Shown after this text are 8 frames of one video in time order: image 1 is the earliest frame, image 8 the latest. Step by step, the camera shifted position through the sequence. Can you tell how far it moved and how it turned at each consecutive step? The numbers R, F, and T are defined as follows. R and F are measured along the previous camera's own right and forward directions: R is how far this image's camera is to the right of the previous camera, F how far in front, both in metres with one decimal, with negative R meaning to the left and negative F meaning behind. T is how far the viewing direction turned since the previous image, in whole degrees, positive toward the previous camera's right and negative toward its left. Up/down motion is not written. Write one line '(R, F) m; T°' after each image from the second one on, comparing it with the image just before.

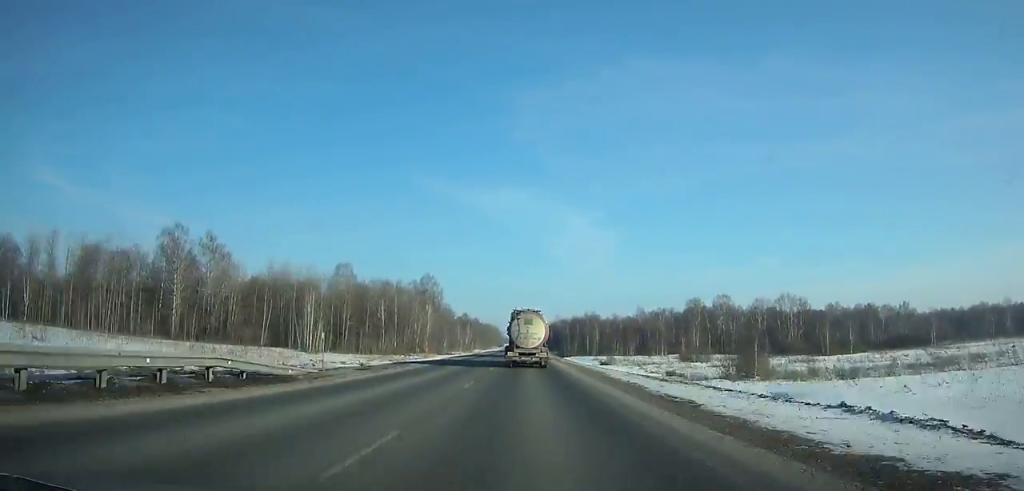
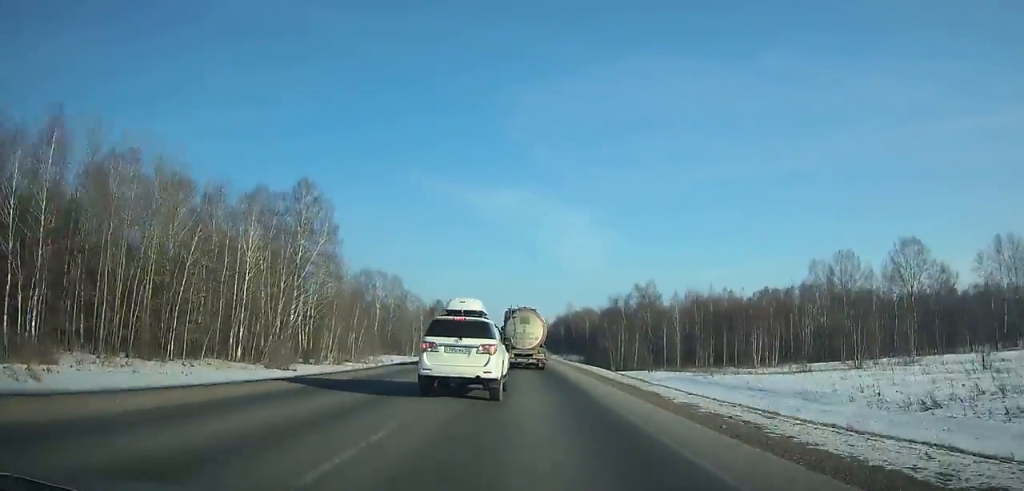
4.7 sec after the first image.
(+0.5, +102.5) m; 0°
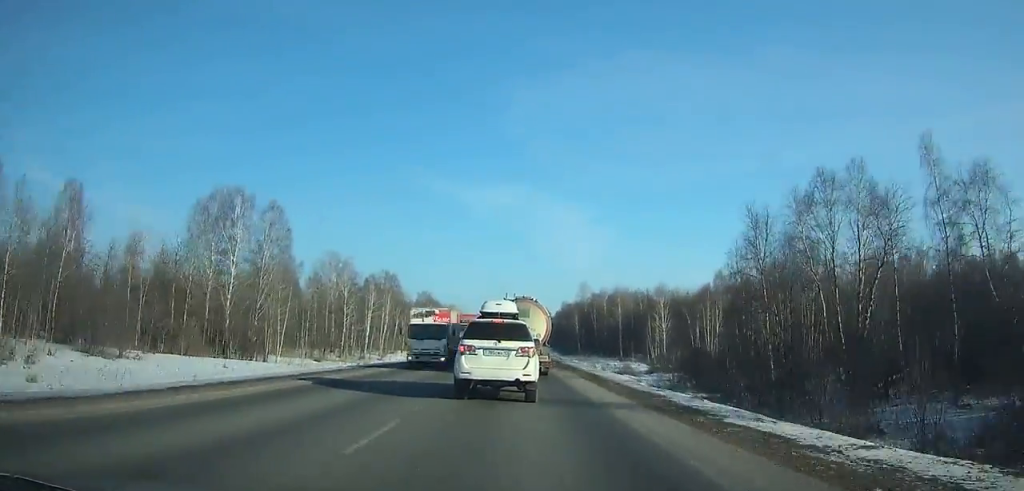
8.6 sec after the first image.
(+0.2, +77.5) m; 0°
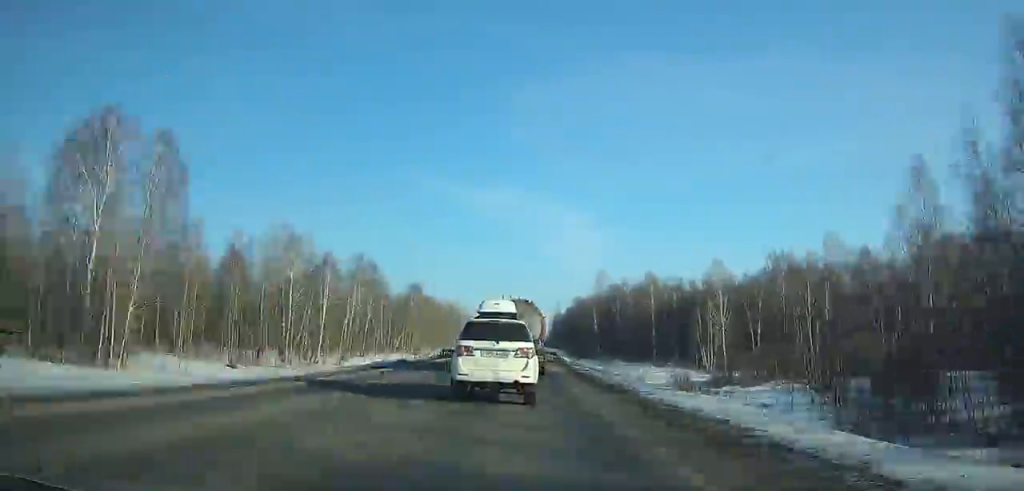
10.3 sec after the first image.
(+0.2, +32.0) m; 0°
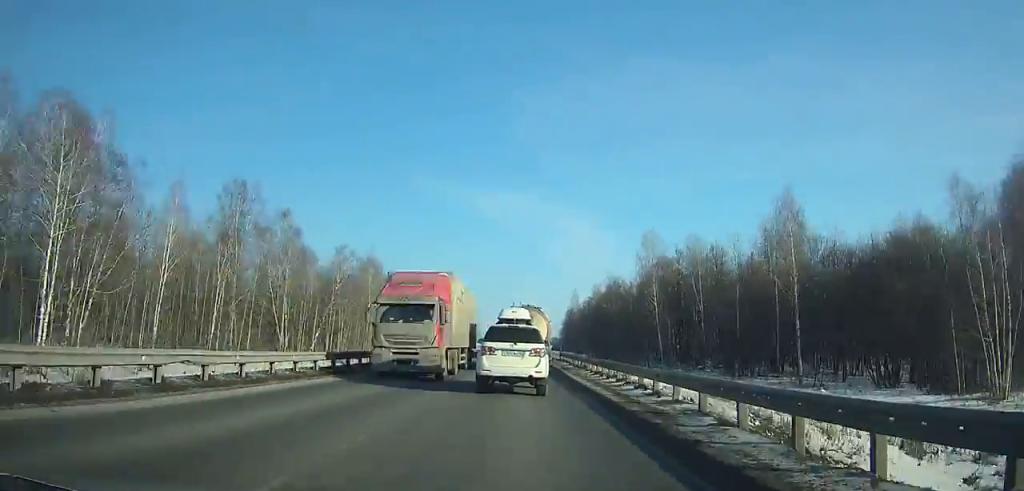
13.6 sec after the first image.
(-0.4, +59.2) m; 0°
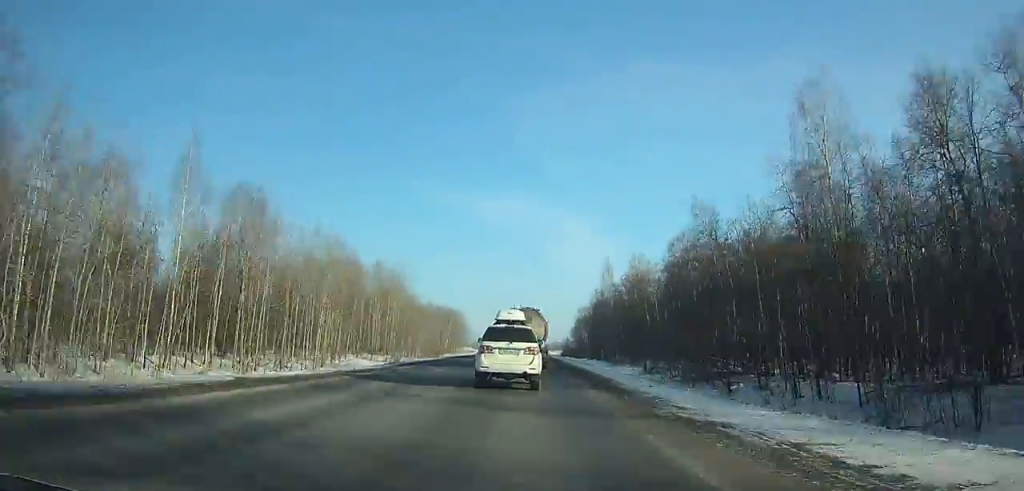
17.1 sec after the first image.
(+0.2, +61.1) m; 0°
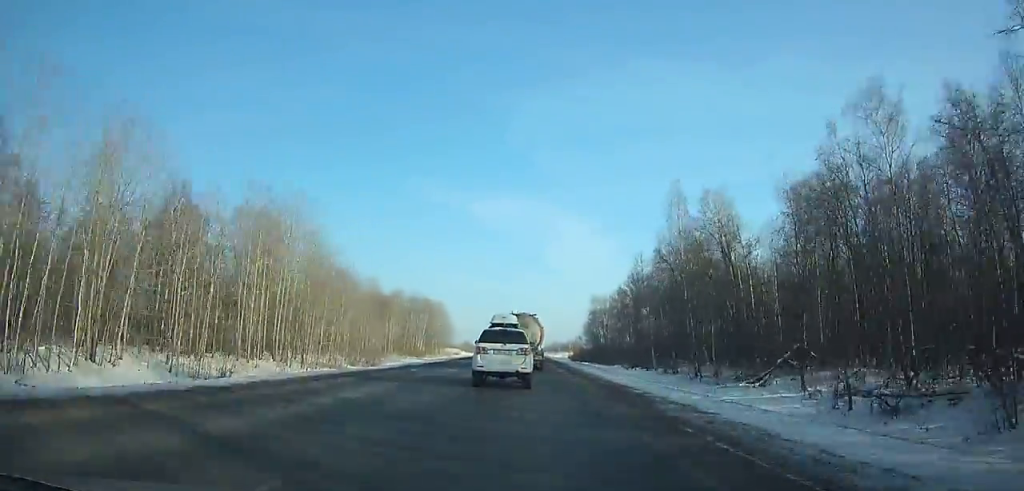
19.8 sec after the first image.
(+0.1, +47.0) m; 0°
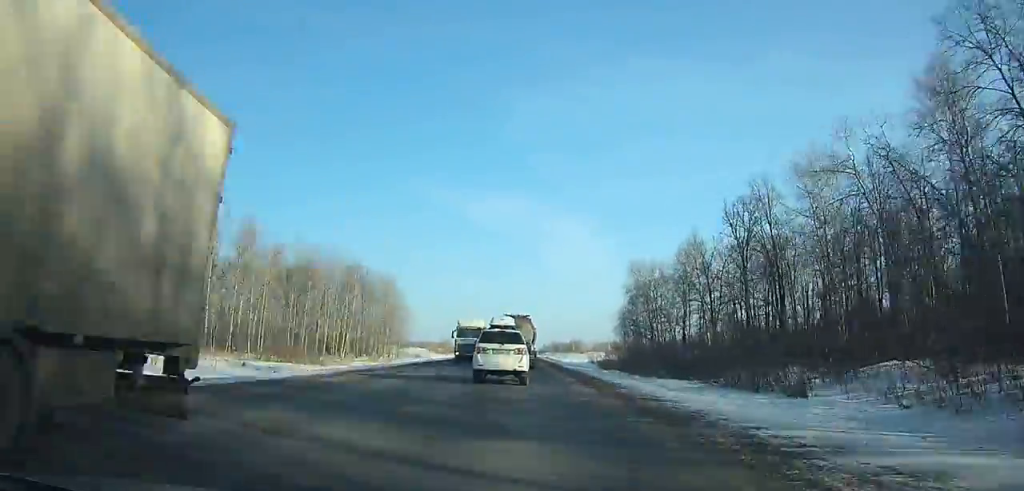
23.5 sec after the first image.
(0.0, +65.1) m; 0°
